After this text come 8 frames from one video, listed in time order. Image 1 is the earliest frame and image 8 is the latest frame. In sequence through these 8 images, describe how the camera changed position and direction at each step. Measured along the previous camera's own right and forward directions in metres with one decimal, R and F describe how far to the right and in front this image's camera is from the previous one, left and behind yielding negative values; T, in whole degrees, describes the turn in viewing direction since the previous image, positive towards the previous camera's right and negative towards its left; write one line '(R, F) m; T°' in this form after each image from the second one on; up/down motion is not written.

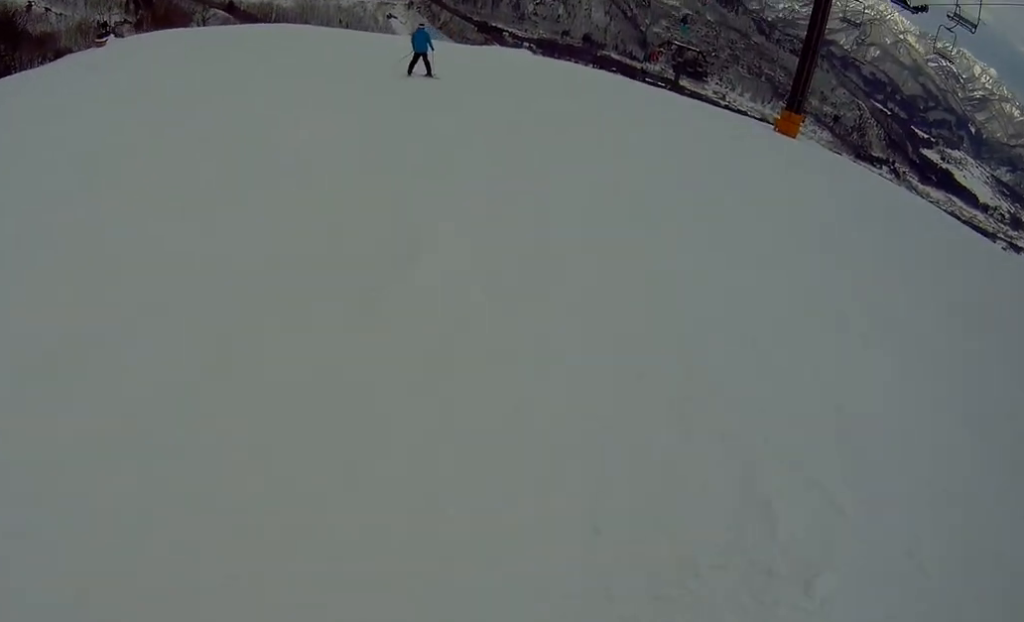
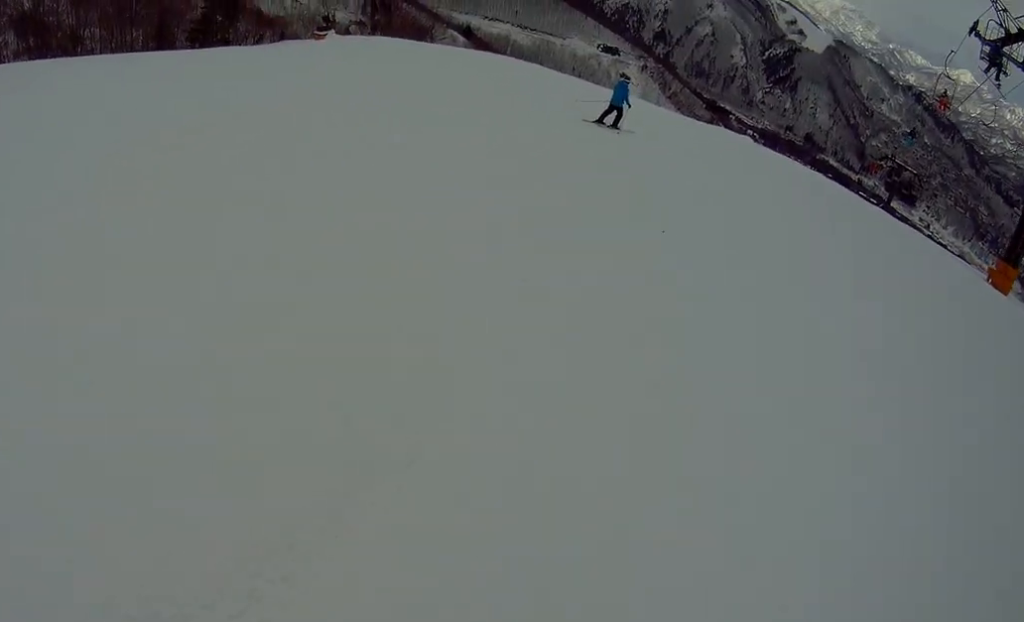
(+0.3, +2.8) m; -26°
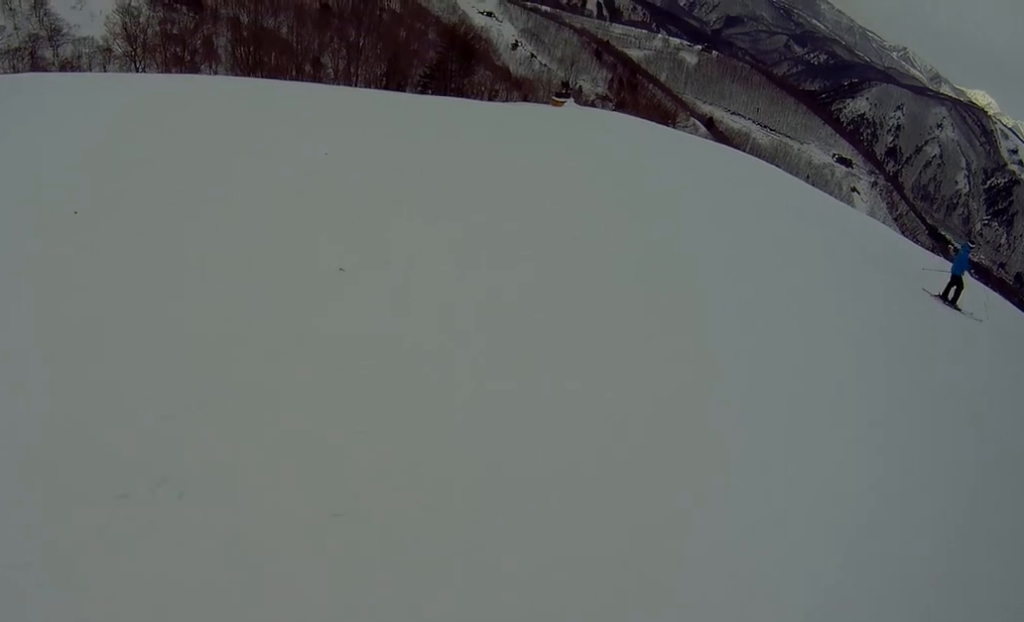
(-2.7, +3.3) m; -23°
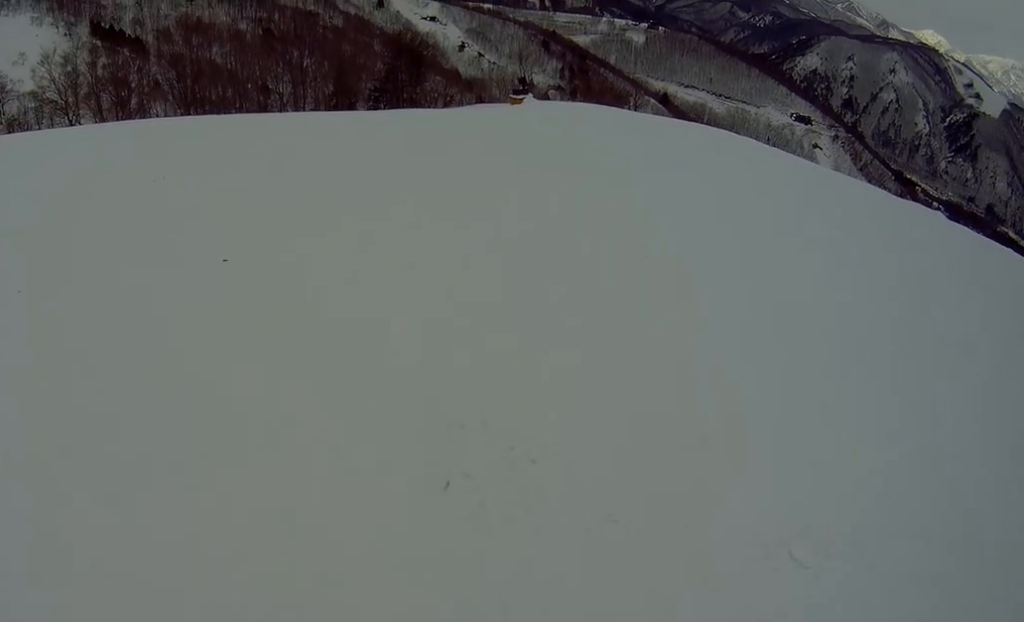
(+1.0, +2.9) m; +19°
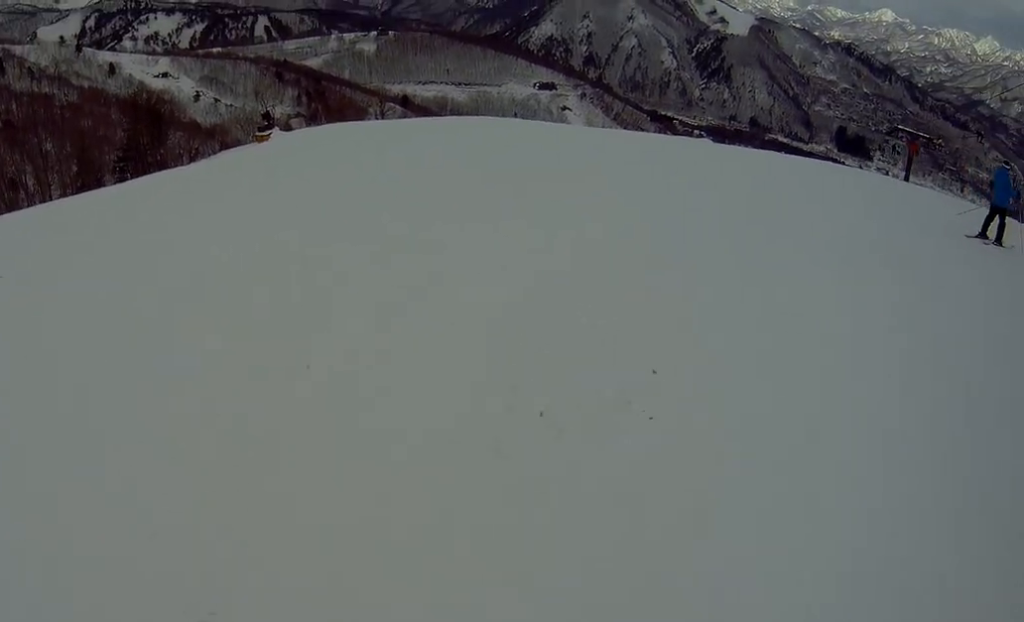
(+0.4, +2.8) m; +16°
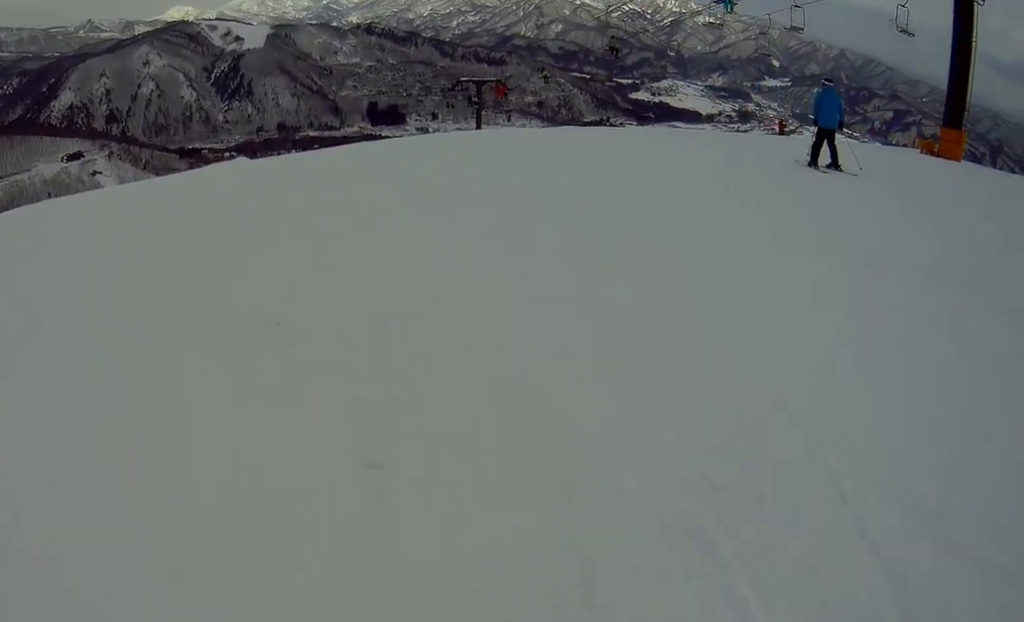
(+1.5, +5.7) m; +14°
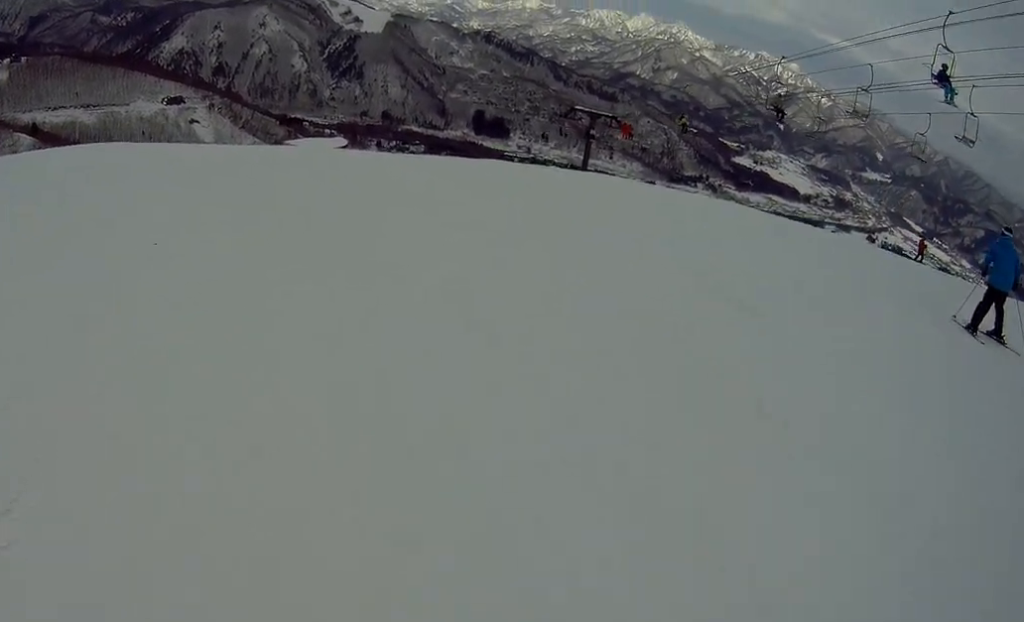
(-0.5, +4.6) m; -20°
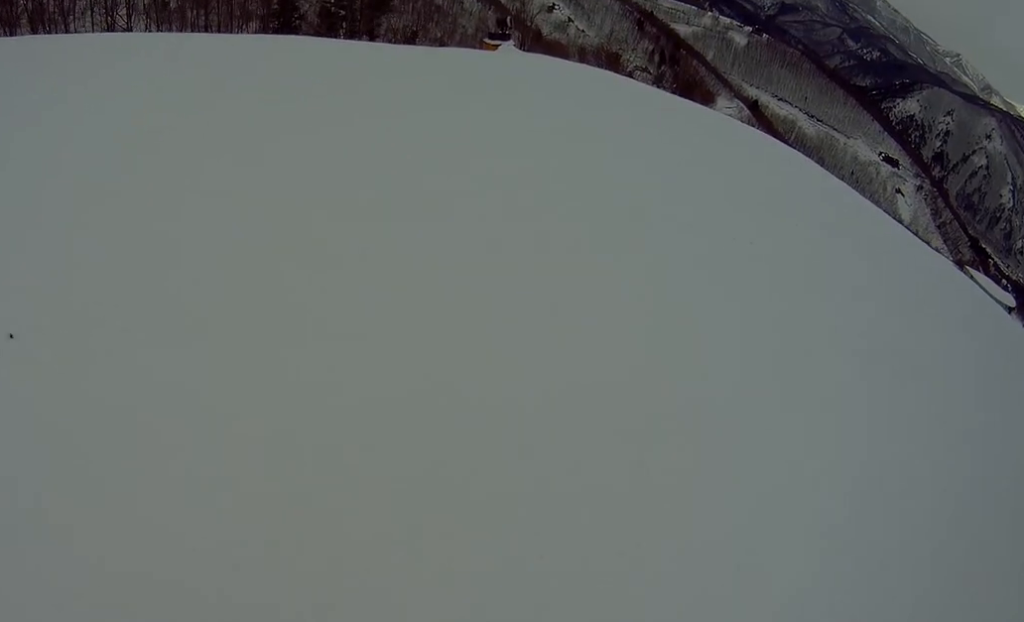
(-3.0, +8.1) m; -31°
